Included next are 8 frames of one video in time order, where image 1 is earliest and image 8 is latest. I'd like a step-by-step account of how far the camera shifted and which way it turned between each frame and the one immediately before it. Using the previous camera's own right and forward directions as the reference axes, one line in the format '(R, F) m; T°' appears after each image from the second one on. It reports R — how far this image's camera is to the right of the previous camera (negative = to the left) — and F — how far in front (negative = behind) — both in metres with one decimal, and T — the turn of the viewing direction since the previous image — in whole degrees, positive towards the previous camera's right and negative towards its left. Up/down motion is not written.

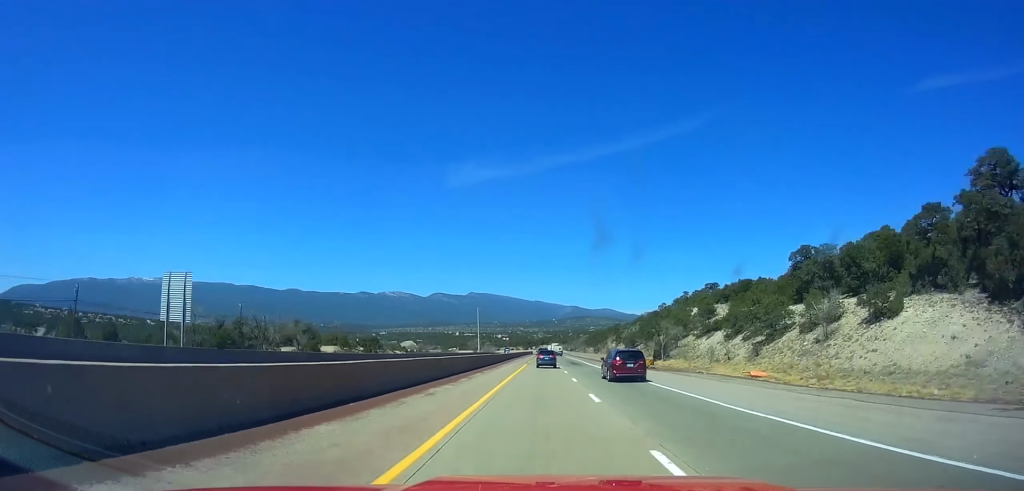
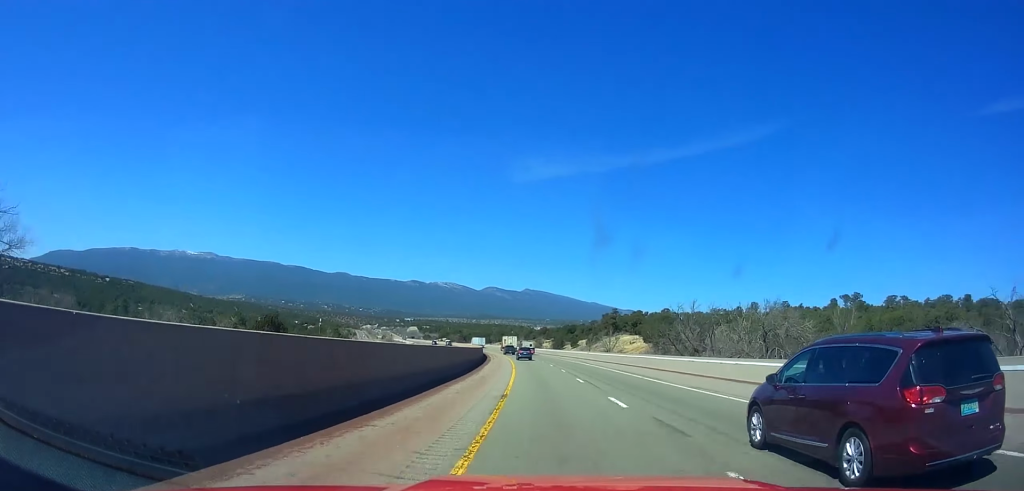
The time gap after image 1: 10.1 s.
(+2.3, +350.5) m; -4°
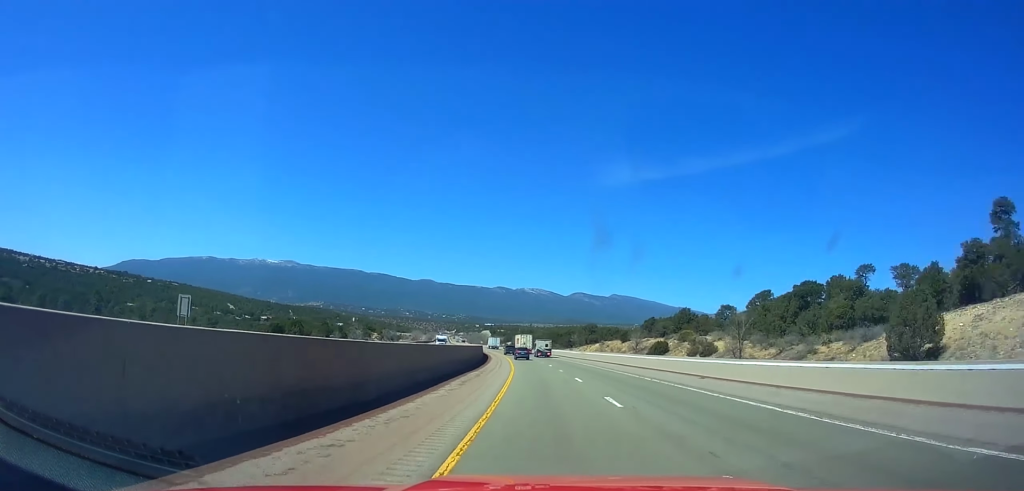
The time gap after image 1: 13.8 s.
(-7.5, +131.7) m; -8°
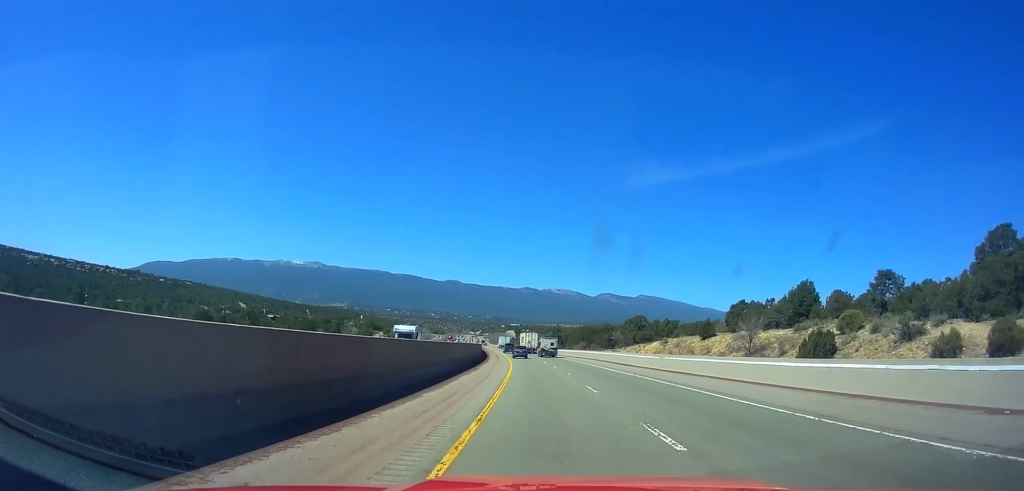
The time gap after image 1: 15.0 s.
(-1.3, +42.9) m; -3°
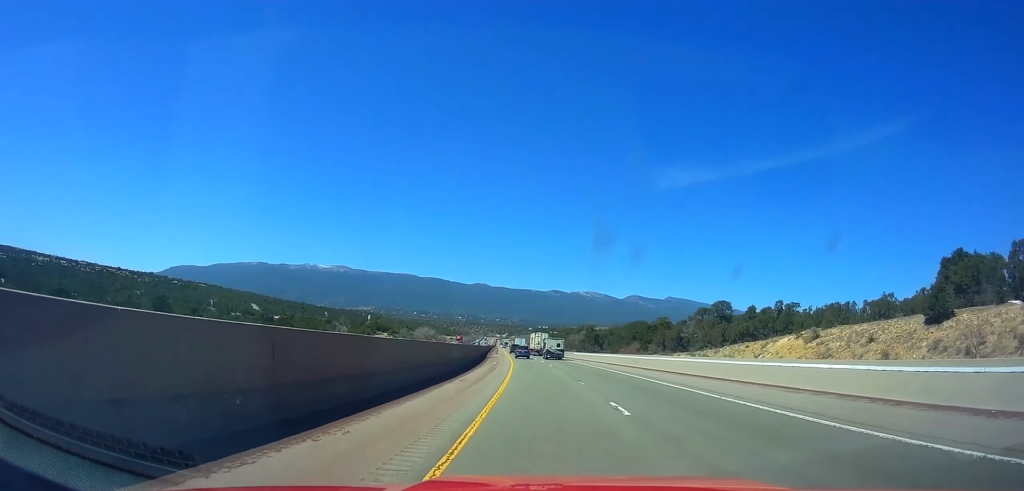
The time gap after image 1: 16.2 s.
(-1.1, +43.0) m; -3°
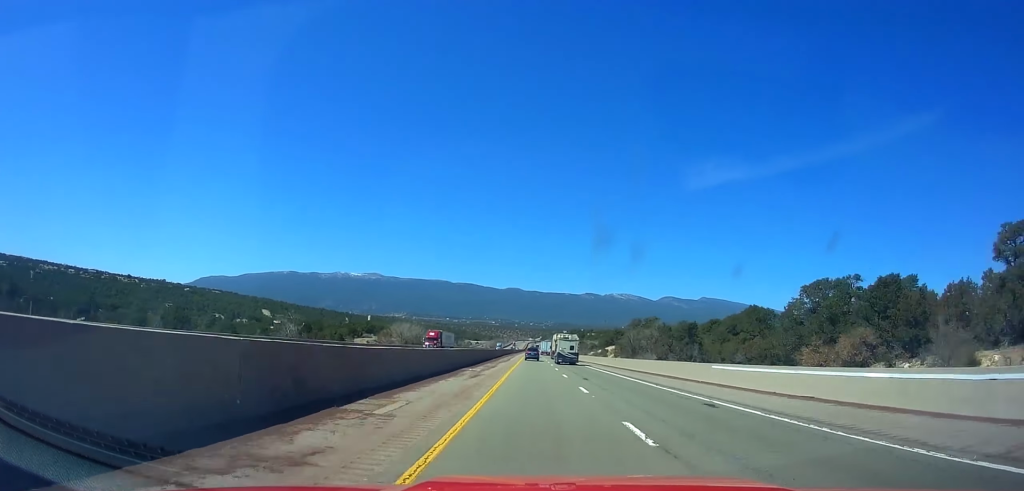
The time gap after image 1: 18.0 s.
(-1.9, +64.3) m; -3°
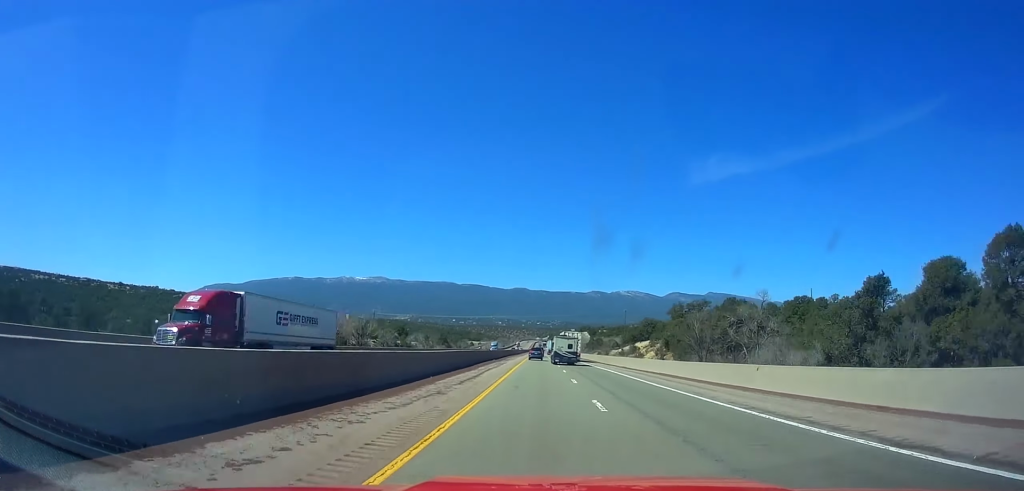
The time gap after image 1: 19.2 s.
(-1.8, +42.8) m; -2°
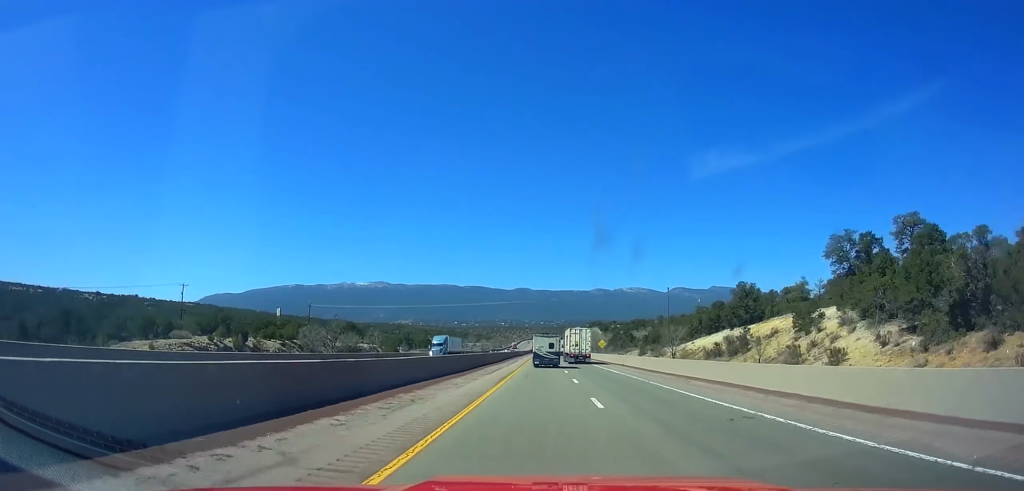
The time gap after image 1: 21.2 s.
(-1.6, +71.1) m; -1°
